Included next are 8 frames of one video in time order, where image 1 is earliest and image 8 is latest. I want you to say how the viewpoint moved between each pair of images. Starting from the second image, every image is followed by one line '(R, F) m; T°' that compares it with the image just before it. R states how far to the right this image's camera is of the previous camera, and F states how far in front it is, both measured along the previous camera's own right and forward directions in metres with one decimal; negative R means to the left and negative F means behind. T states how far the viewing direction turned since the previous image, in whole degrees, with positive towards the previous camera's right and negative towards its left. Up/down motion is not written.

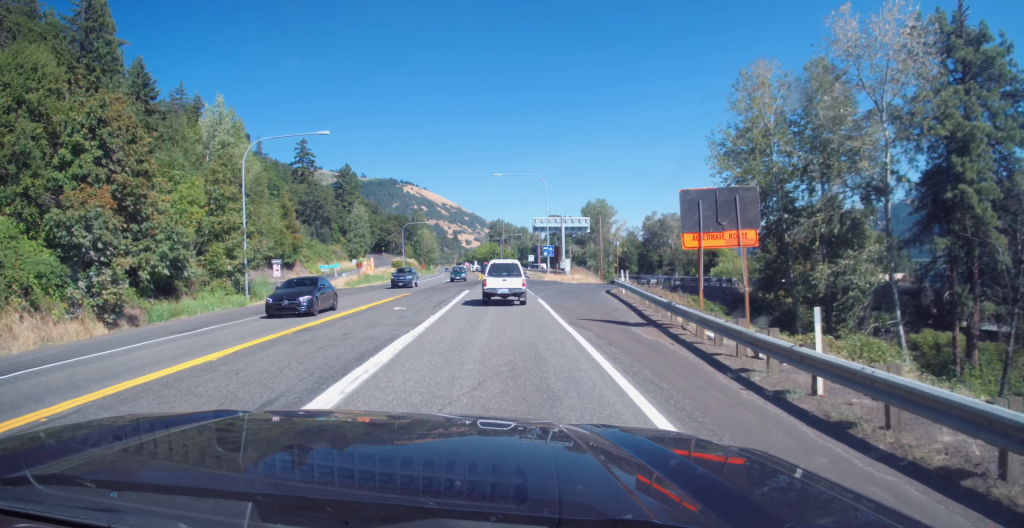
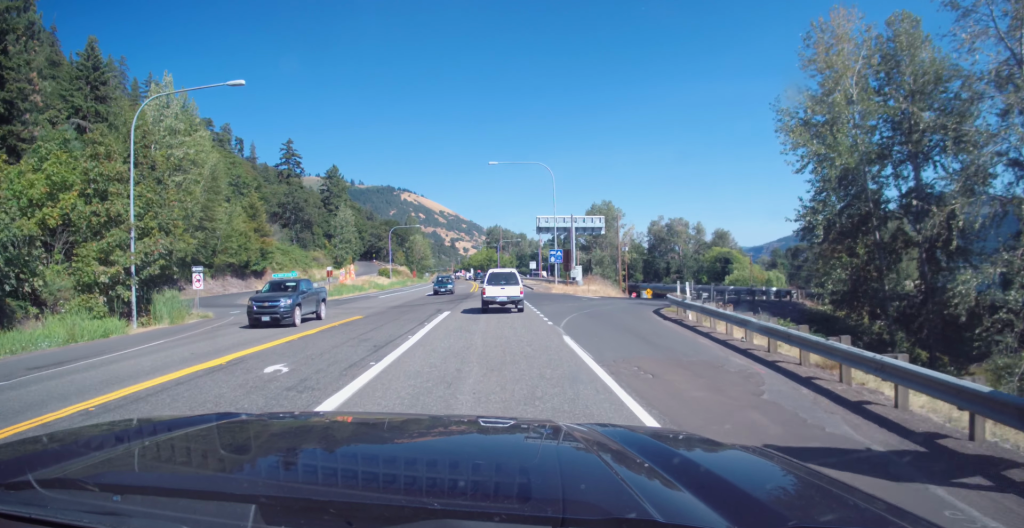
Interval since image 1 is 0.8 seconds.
(+0.4, +13.3) m; 0°
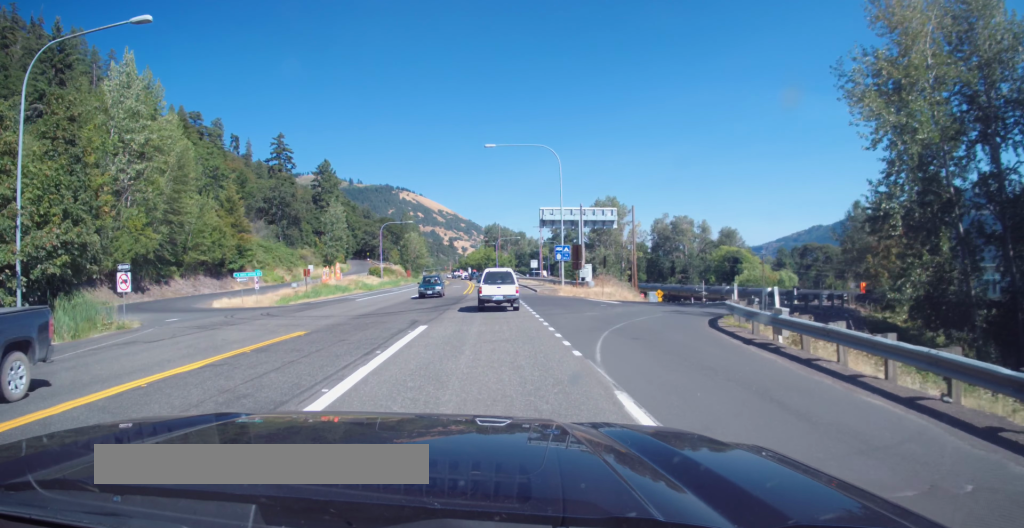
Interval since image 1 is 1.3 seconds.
(0.0, +8.0) m; -1°
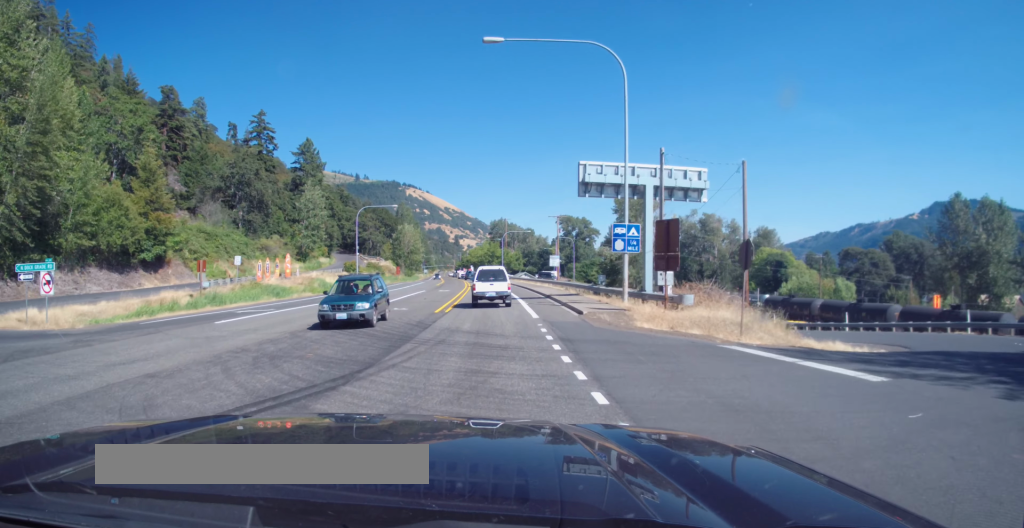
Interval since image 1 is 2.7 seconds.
(-0.7, +24.3) m; -1°
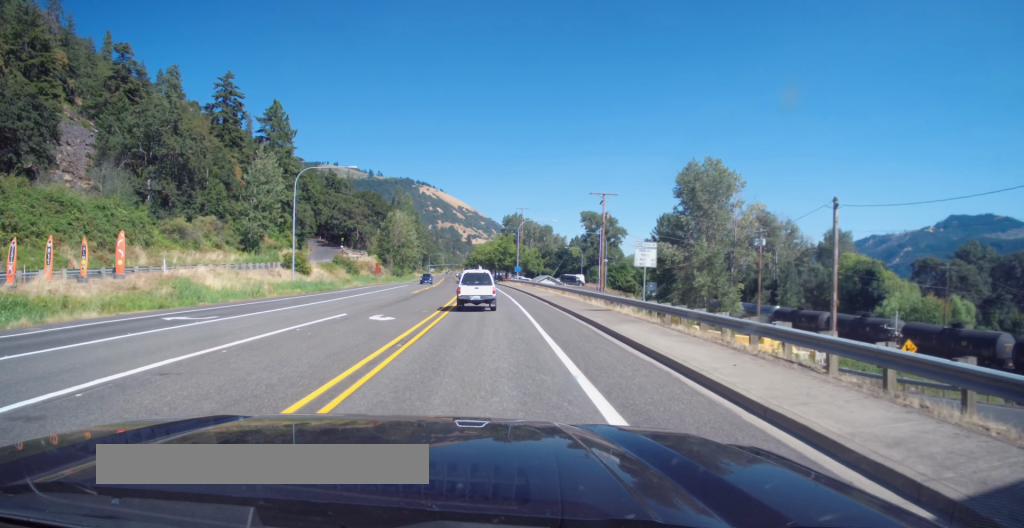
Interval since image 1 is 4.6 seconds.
(+0.1, +34.1) m; -1°
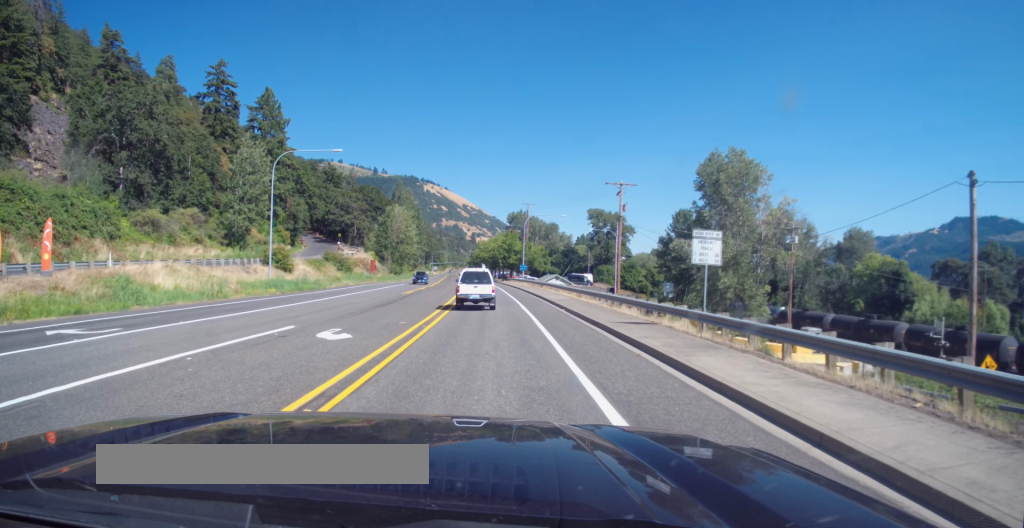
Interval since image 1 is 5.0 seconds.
(-0.2, +7.6) m; -1°
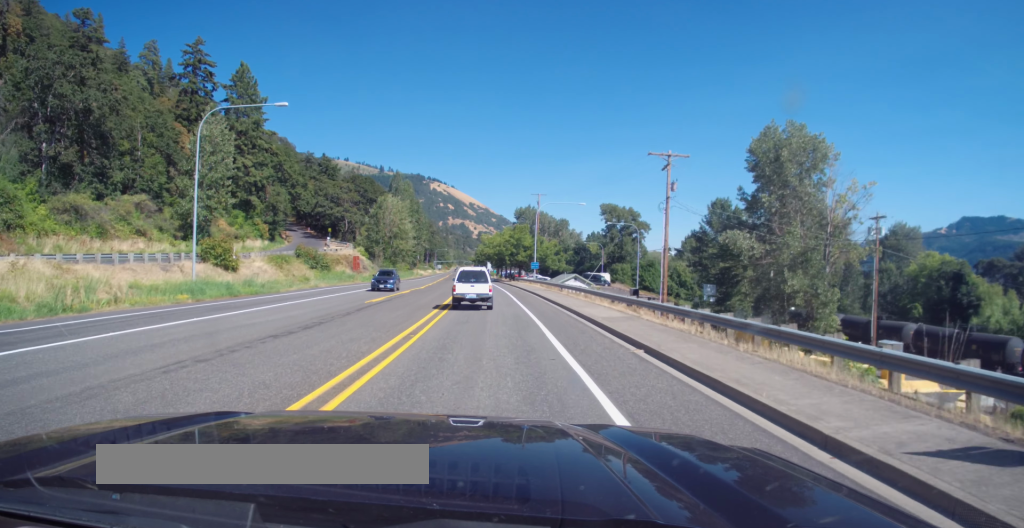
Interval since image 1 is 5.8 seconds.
(+0.1, +14.9) m; +2°
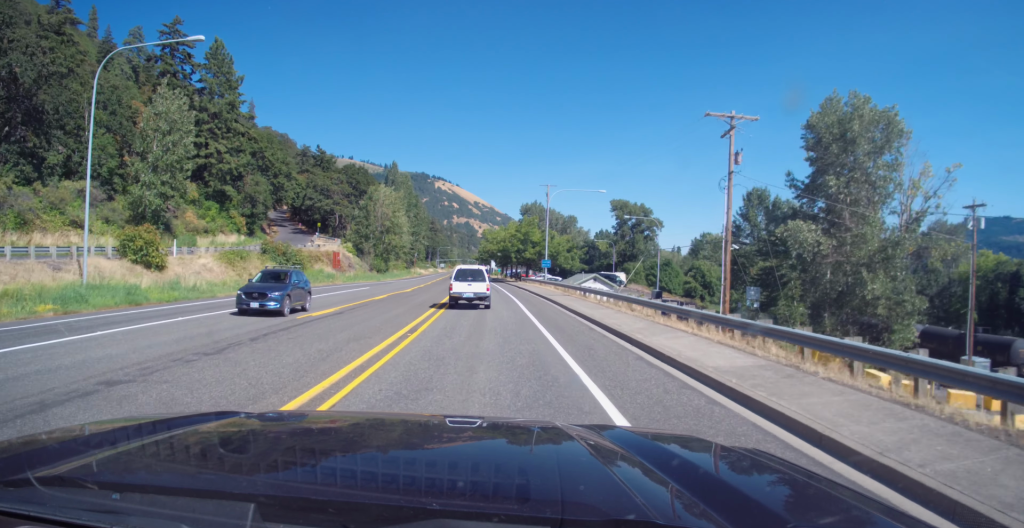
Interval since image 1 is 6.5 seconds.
(+0.2, +12.0) m; 0°
